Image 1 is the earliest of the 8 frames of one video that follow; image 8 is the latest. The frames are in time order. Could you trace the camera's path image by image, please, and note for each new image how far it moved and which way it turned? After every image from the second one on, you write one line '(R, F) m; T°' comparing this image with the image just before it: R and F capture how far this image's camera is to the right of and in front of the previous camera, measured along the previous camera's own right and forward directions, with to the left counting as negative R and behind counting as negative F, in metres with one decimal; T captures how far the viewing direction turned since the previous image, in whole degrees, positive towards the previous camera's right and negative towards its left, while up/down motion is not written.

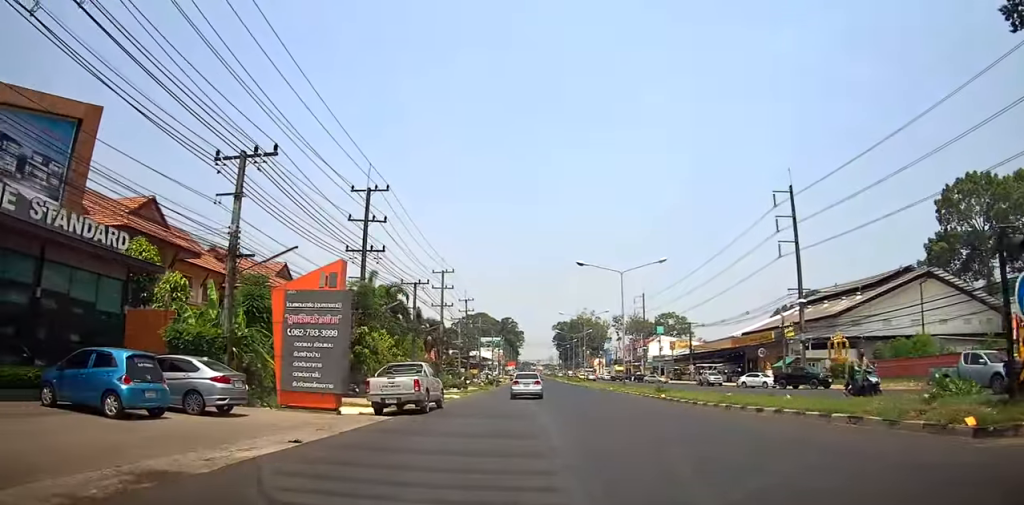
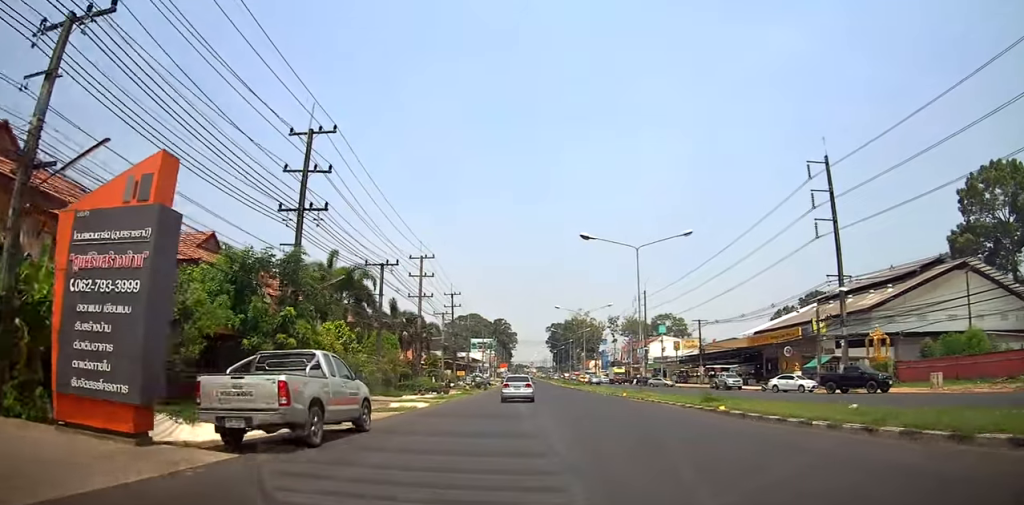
(+0.1, +9.3) m; +1°
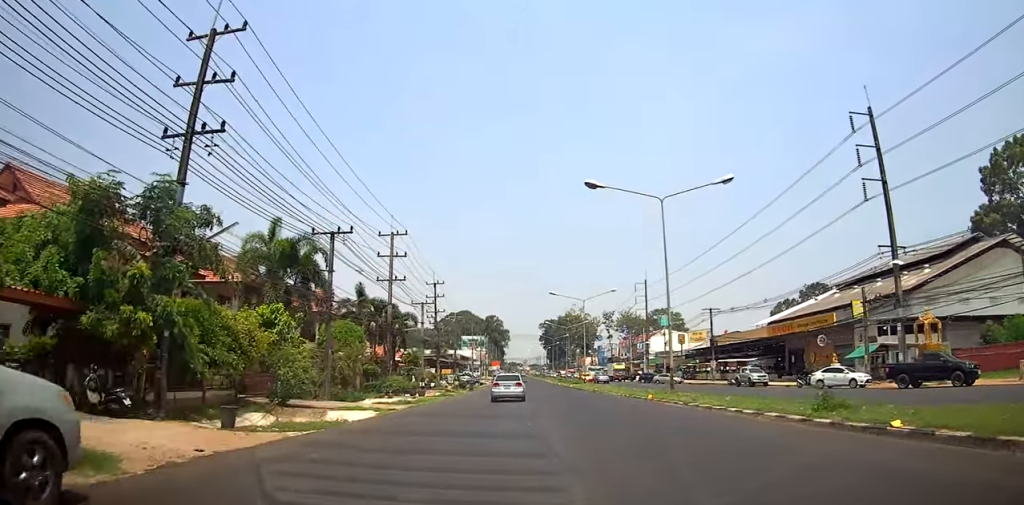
(+0.2, +9.1) m; +1°
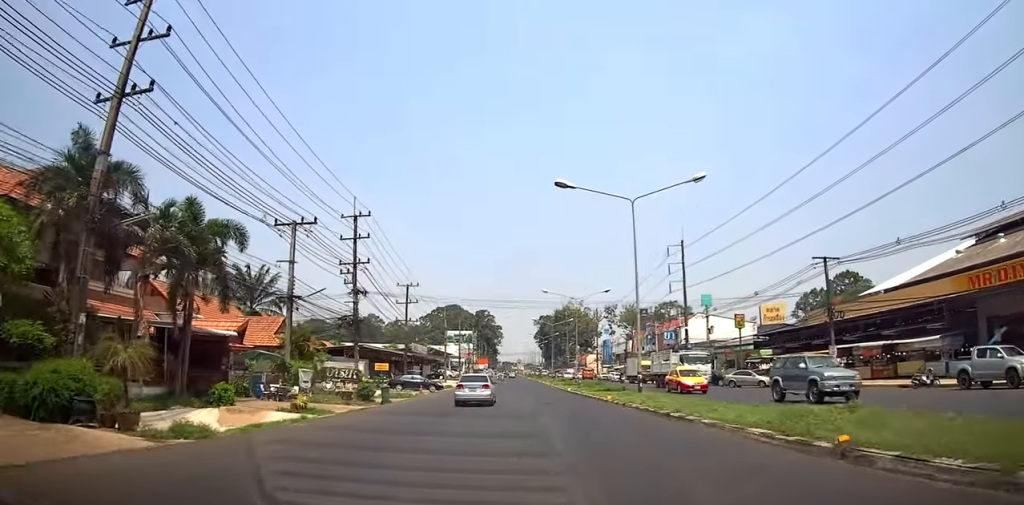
(-0.3, +33.7) m; -2°
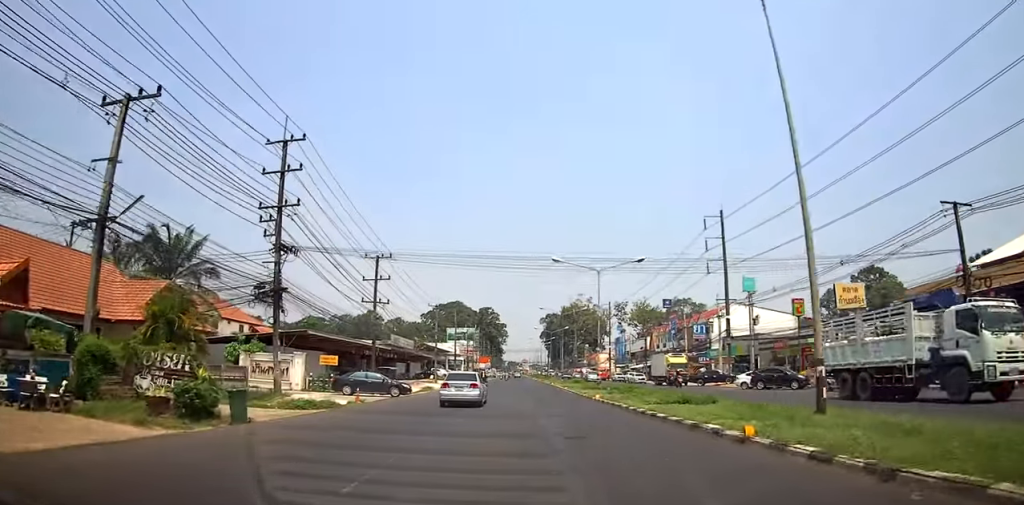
(-0.1, +14.8) m; -1°
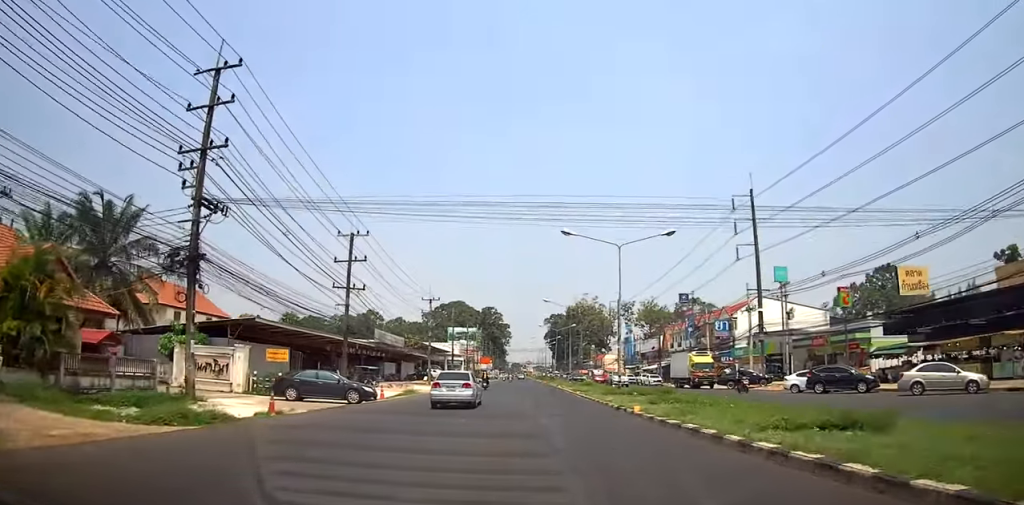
(0.0, +8.2) m; -1°
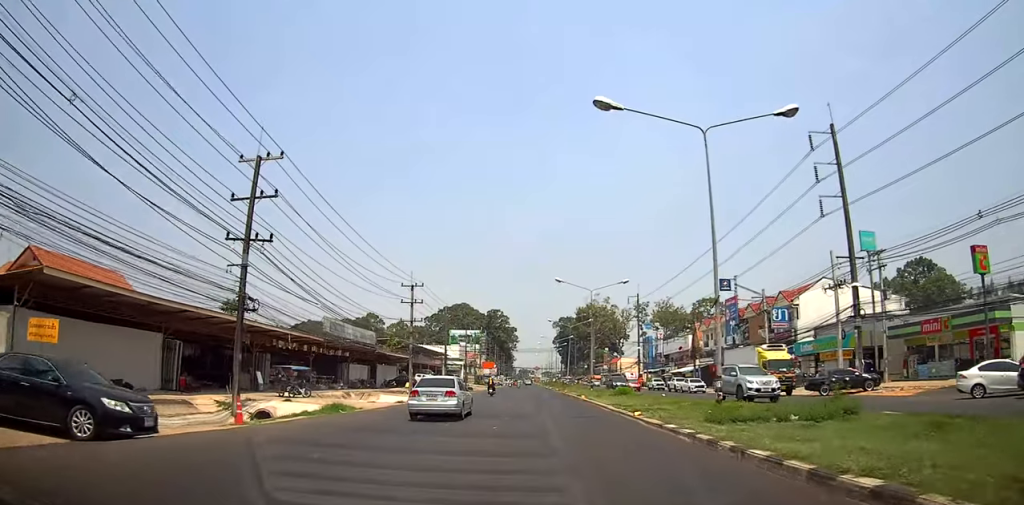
(-0.2, +15.9) m; -3°
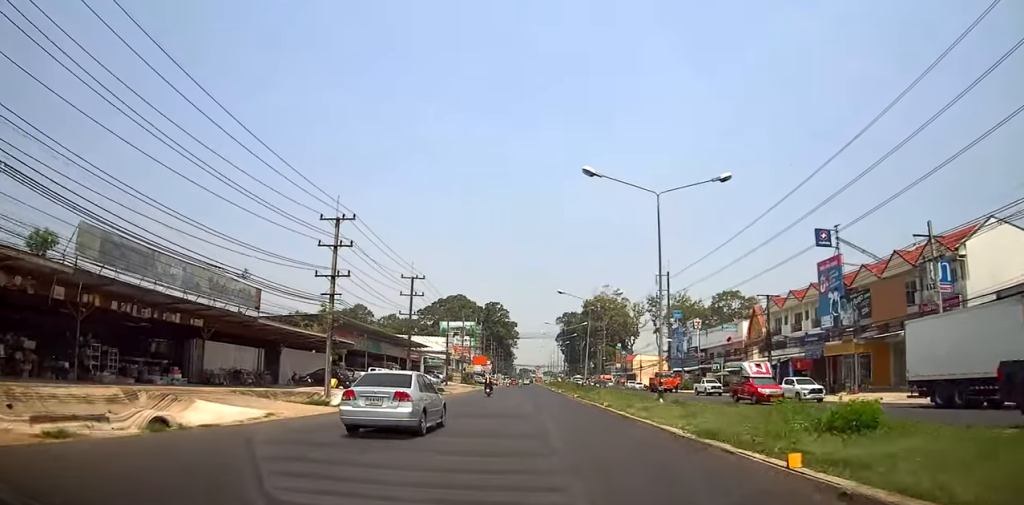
(-0.8, +24.4) m; -1°
